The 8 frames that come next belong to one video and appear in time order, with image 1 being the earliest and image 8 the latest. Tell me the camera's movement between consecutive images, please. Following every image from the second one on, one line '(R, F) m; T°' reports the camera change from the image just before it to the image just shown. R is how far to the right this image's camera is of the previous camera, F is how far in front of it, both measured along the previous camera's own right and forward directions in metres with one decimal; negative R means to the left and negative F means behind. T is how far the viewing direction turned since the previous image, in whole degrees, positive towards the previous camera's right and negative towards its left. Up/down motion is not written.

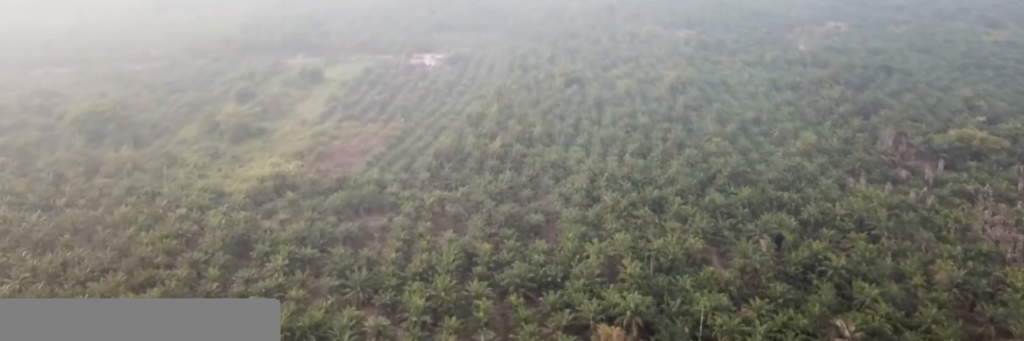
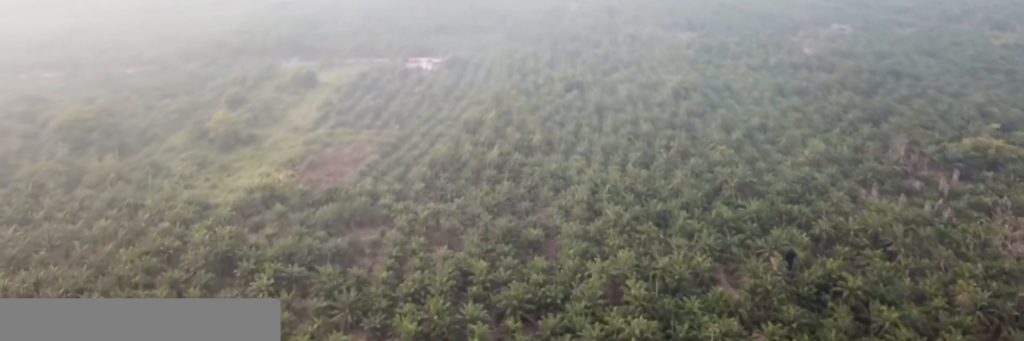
(0.0, +5.8) m; 0°
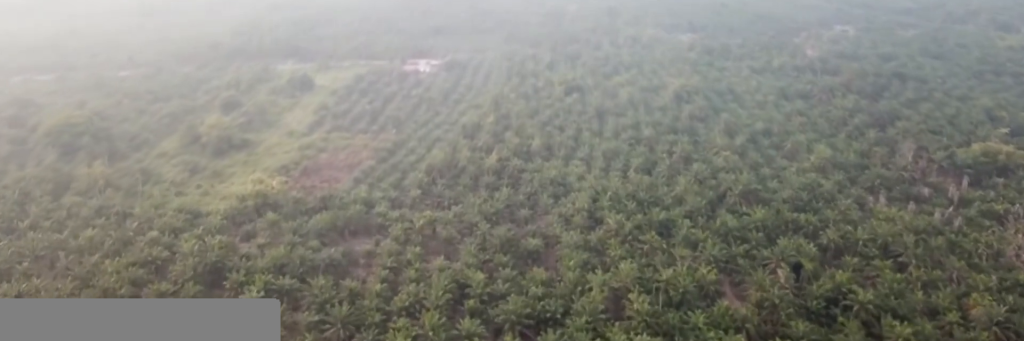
(0.0, +4.1) m; 0°
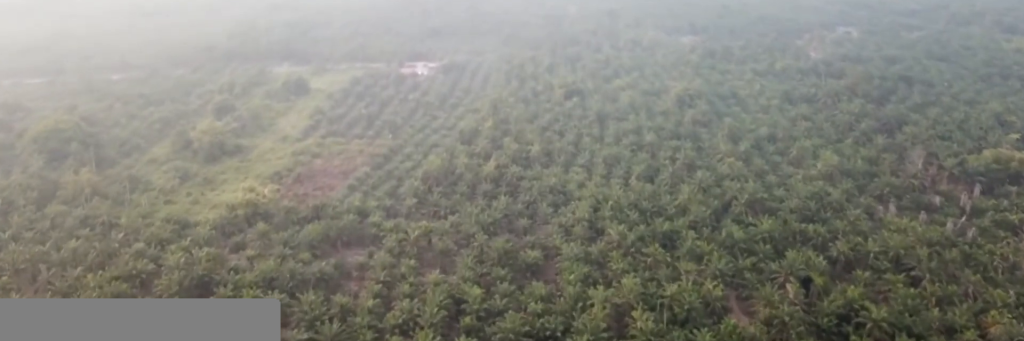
(0.0, +5.0) m; 0°
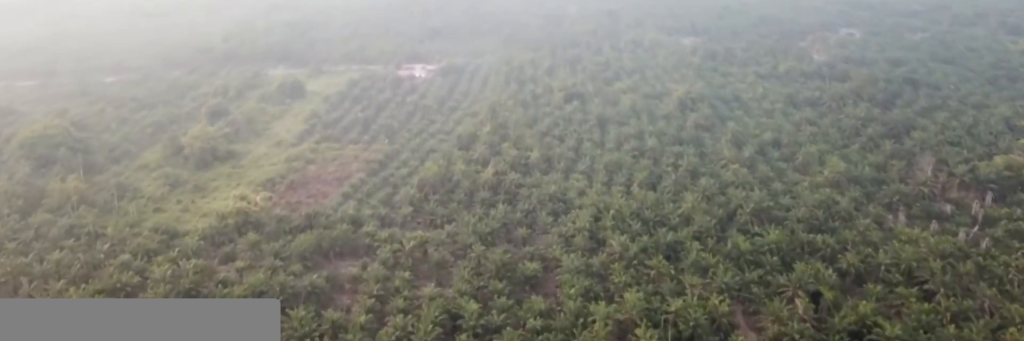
(0.0, +5.0) m; 0°
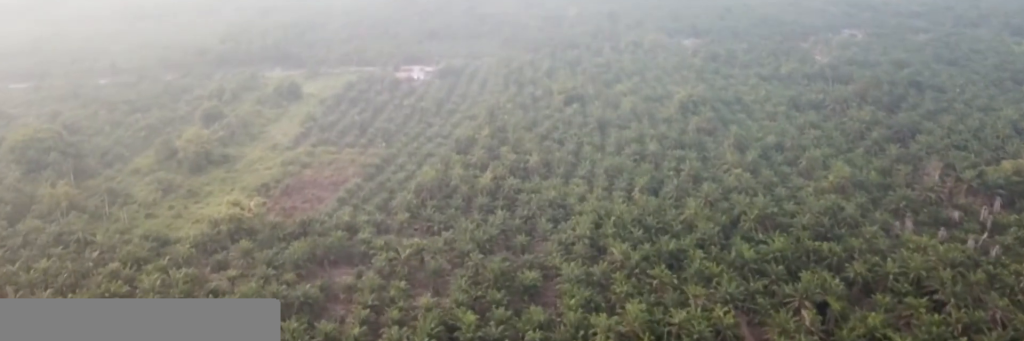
(0.0, +4.2) m; 0°
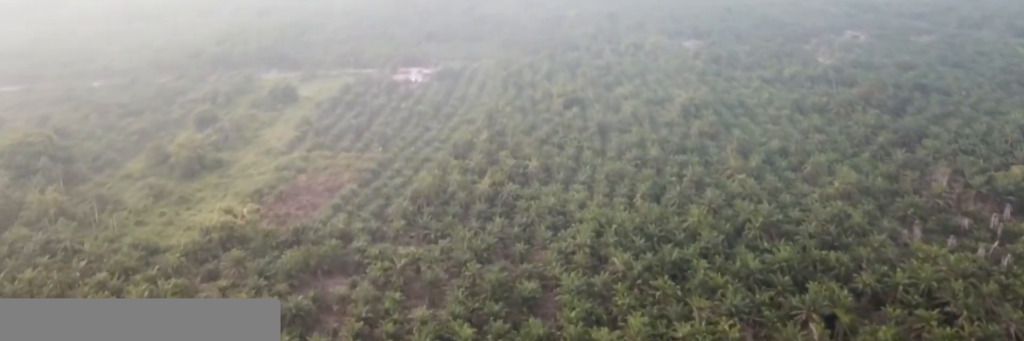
(0.0, +5.2) m; 0°
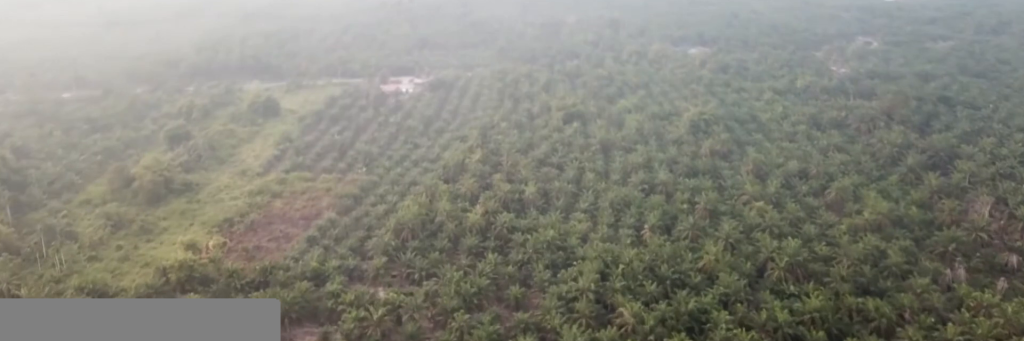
(-0.1, +27.0) m; 0°
